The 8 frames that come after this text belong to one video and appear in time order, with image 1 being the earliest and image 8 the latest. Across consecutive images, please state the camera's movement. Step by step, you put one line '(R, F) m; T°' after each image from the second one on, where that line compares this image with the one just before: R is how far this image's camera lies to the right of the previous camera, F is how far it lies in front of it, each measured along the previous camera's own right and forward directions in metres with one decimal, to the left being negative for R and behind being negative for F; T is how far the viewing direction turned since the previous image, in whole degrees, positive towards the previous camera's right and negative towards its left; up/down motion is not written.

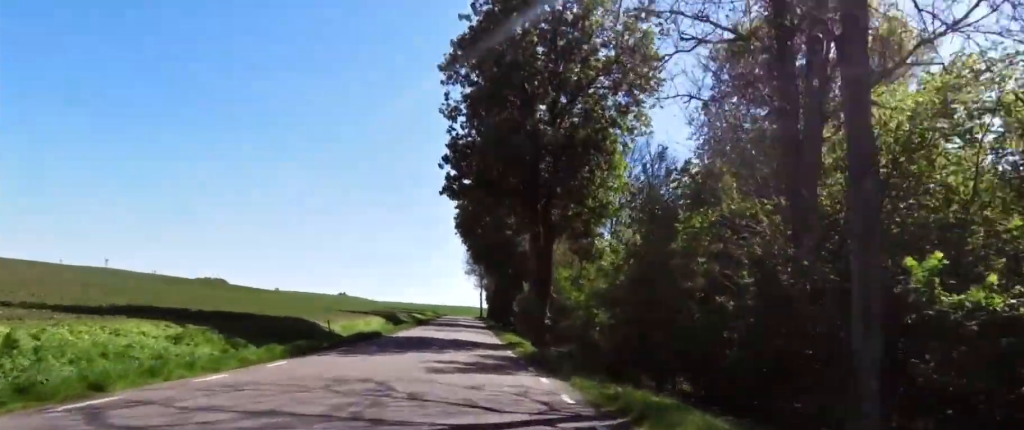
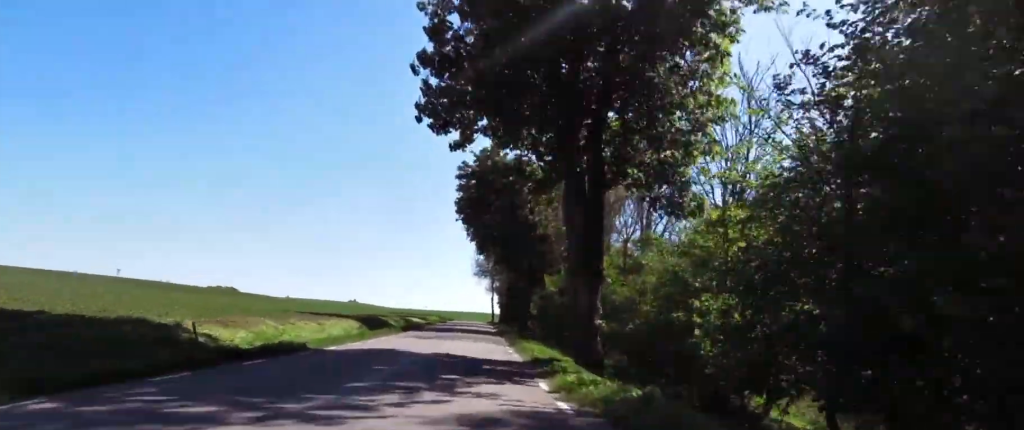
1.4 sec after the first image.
(+0.5, +12.9) m; -1°
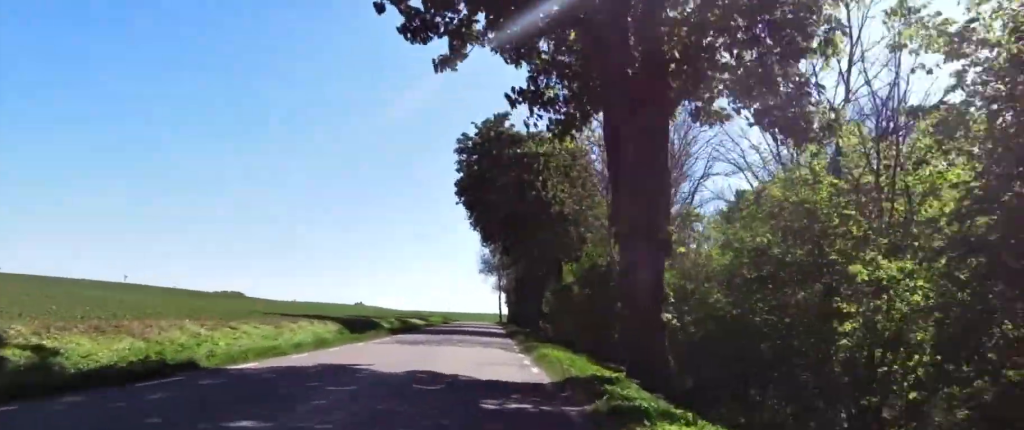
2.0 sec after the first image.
(-0.4, +6.5) m; -3°
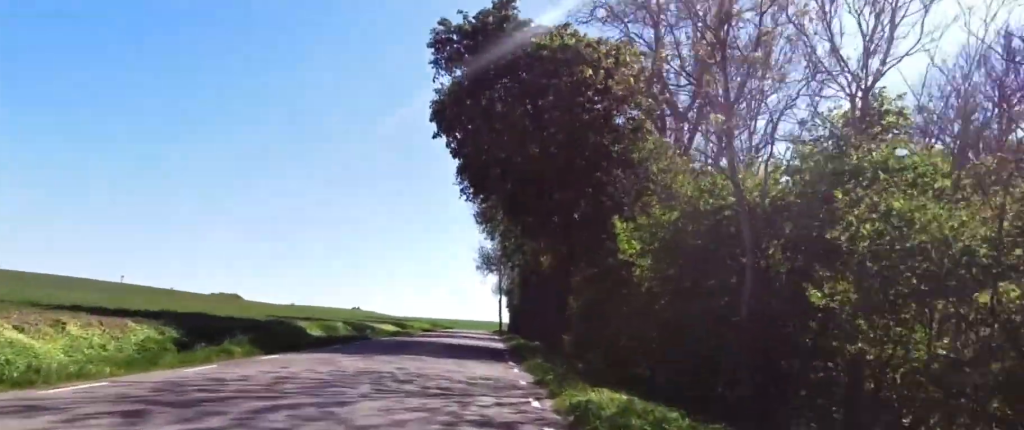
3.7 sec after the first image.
(-1.2, +15.8) m; -6°
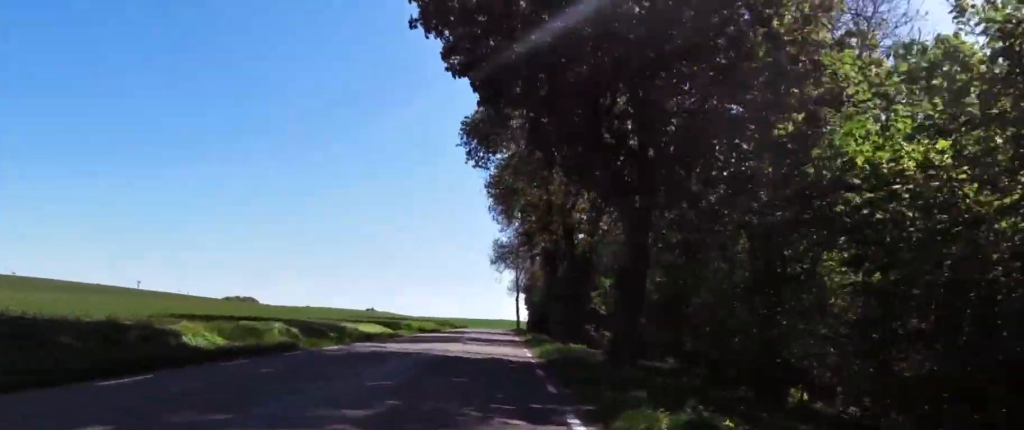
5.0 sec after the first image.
(+0.3, +11.7) m; +4°
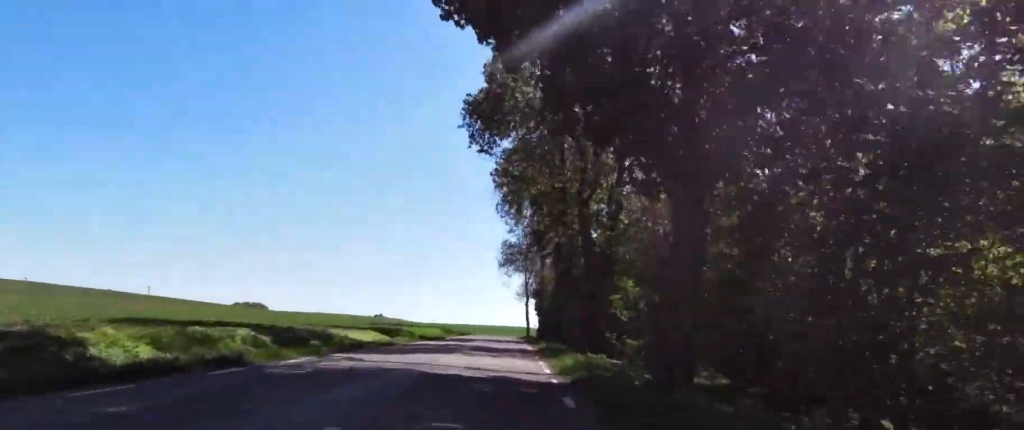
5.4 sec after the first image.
(+0.1, +3.8) m; +2°
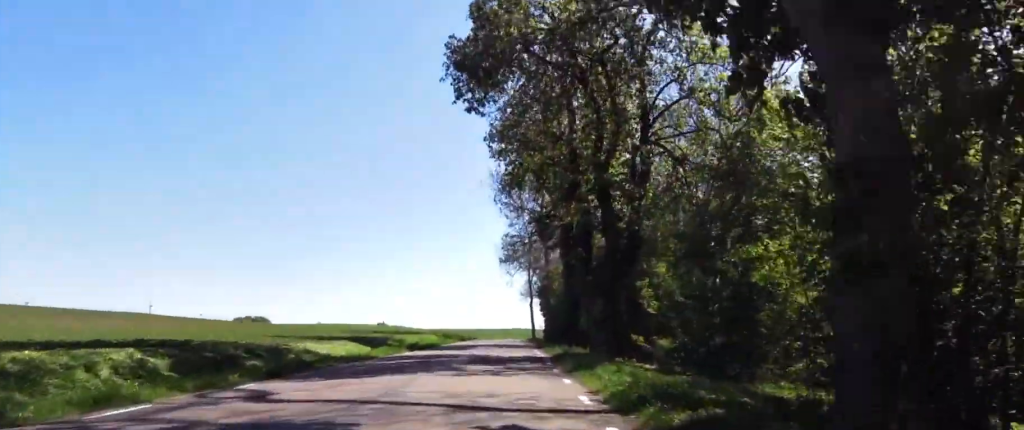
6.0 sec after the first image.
(-0.1, +6.1) m; +3°
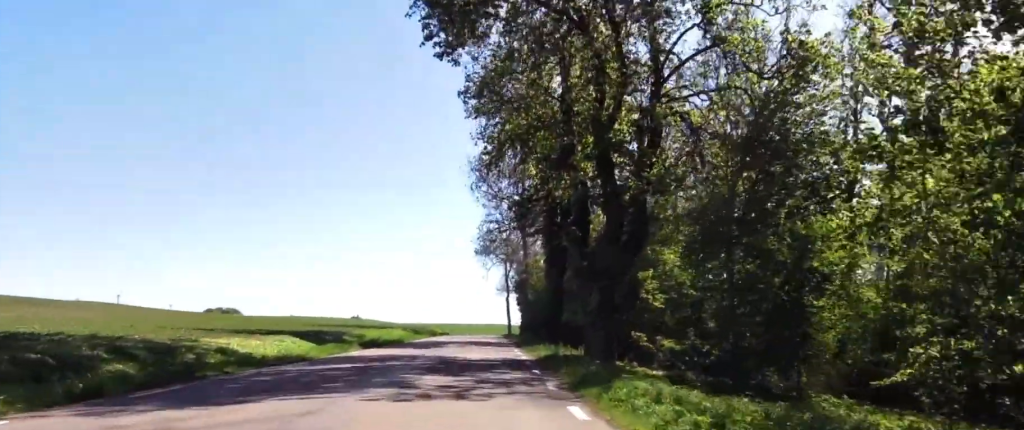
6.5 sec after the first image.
(+0.3, +4.9) m; +1°
